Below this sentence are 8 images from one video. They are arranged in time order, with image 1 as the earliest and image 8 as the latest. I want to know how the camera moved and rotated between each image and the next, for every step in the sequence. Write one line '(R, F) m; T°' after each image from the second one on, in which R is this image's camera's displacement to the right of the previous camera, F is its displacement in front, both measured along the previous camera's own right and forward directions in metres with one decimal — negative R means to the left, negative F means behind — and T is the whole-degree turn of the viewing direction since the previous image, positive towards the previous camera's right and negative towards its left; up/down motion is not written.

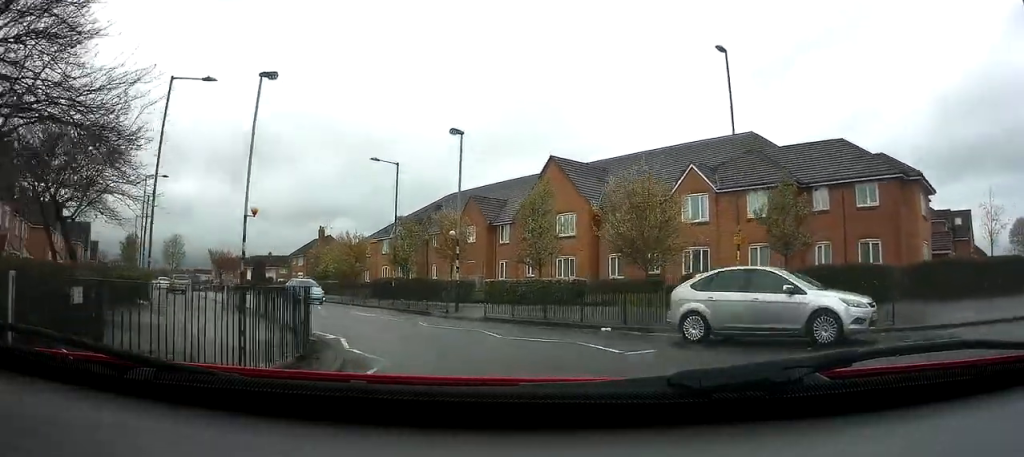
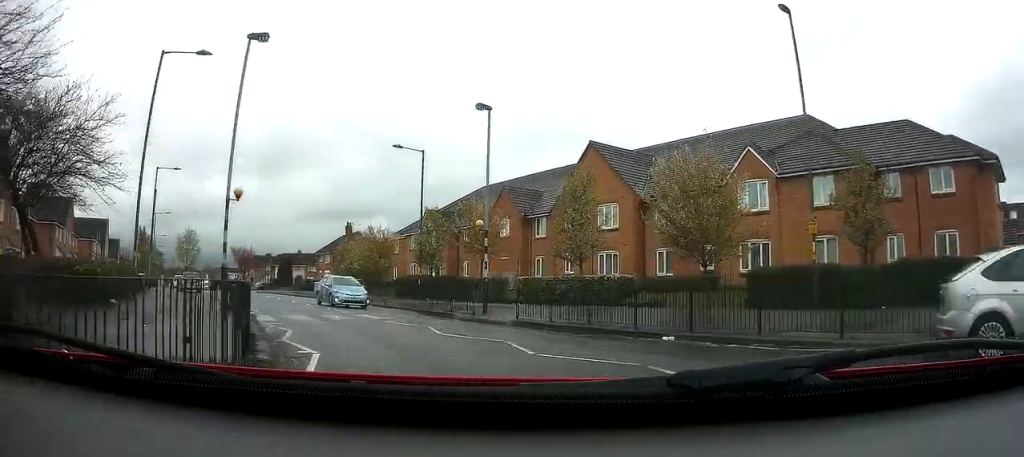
(0.0, +3.4) m; -4°
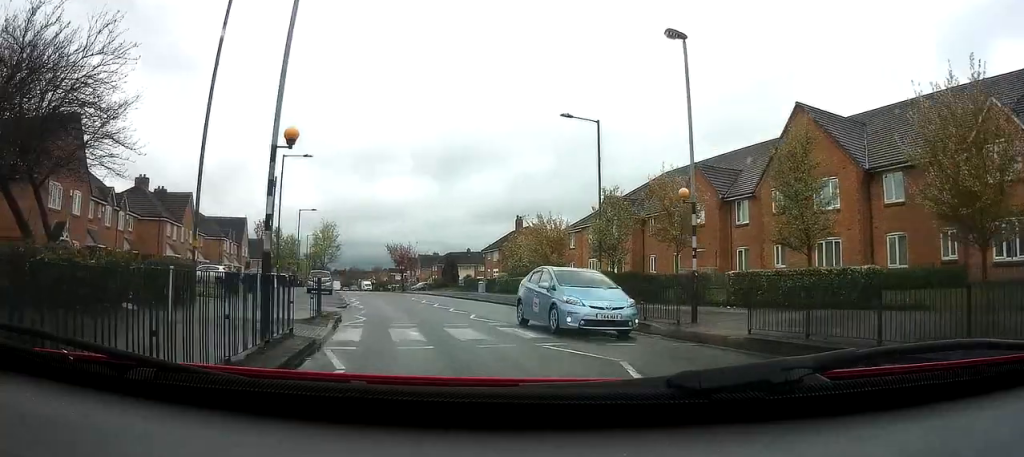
(-0.6, +6.8) m; -10°
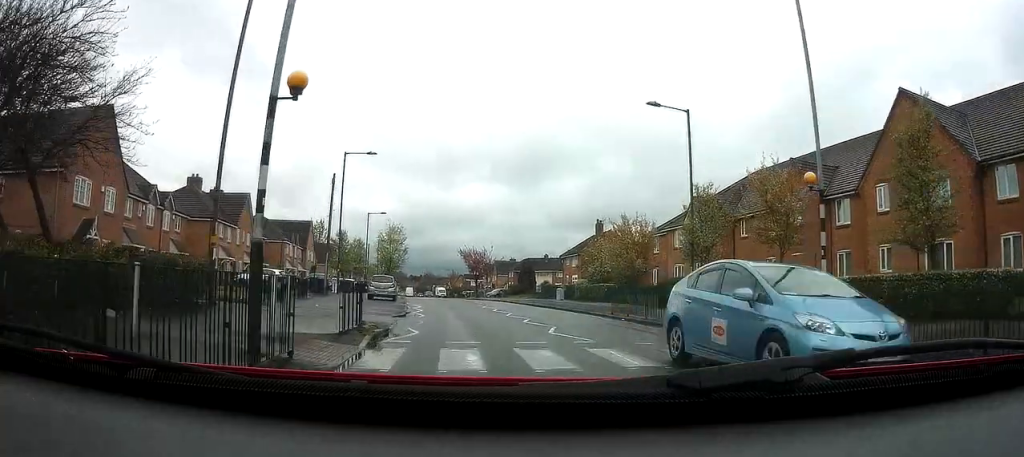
(-0.2, +3.2) m; -4°
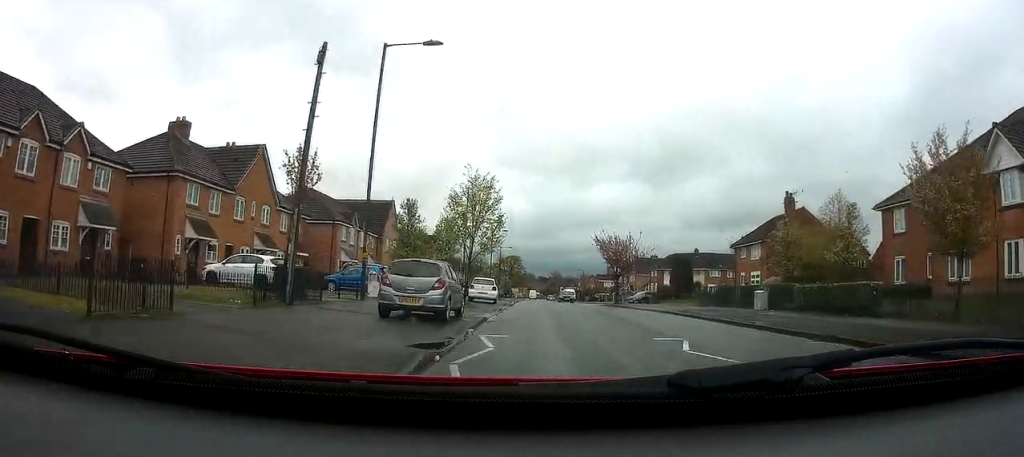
(-3.4, +19.0) m; -14°
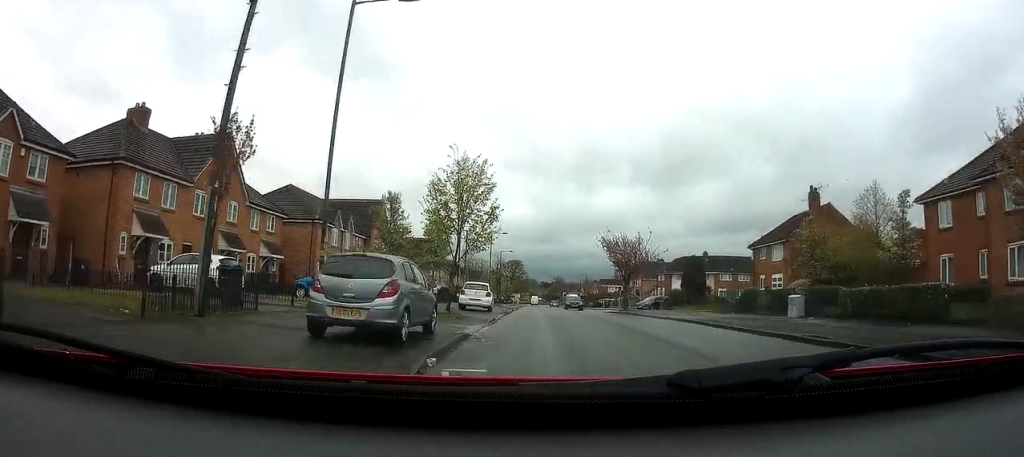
(0.0, +4.2) m; 0°
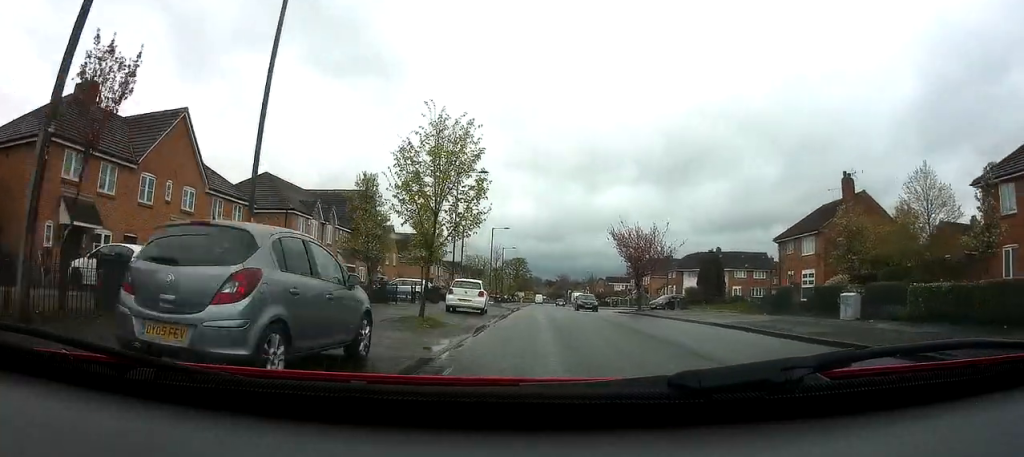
(0.0, +4.7) m; 0°
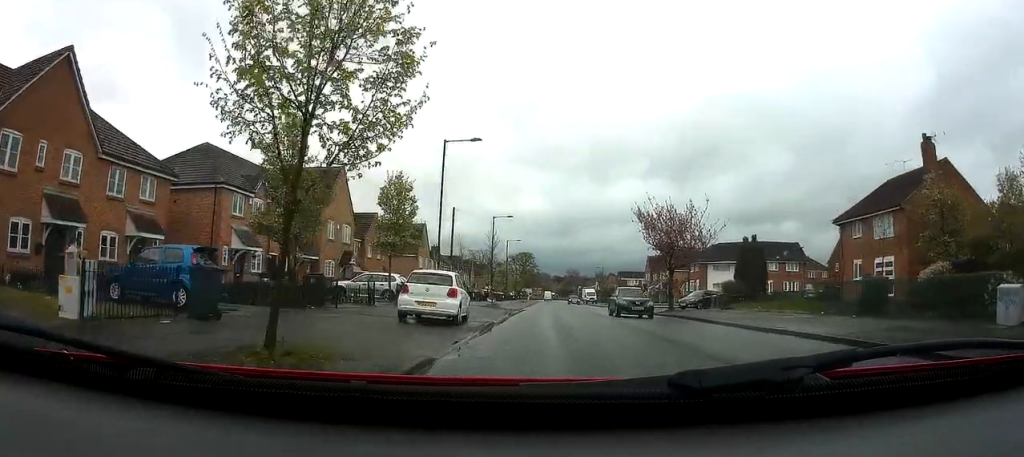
(-0.1, +9.3) m; -1°
